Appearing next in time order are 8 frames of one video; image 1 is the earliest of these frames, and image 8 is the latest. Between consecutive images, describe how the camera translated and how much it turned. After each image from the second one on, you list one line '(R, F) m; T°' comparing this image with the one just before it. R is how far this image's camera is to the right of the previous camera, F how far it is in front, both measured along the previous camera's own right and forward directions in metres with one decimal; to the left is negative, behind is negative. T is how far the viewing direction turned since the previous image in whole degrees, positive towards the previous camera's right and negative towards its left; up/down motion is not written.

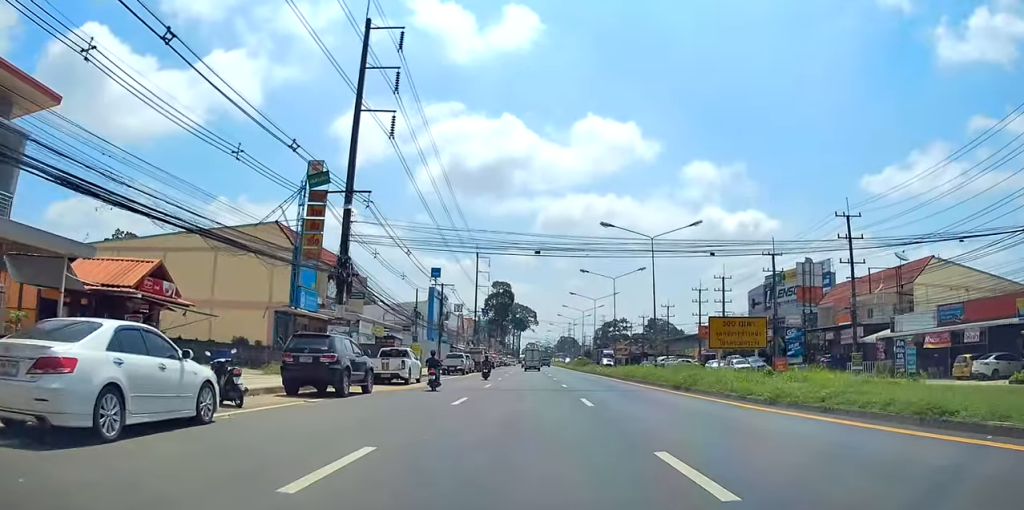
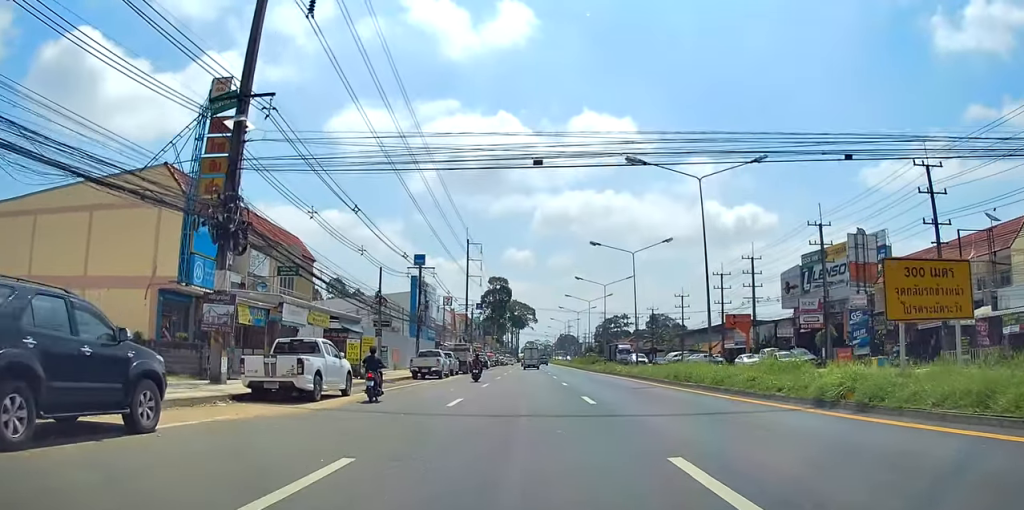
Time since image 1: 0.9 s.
(+0.1, +13.7) m; +1°
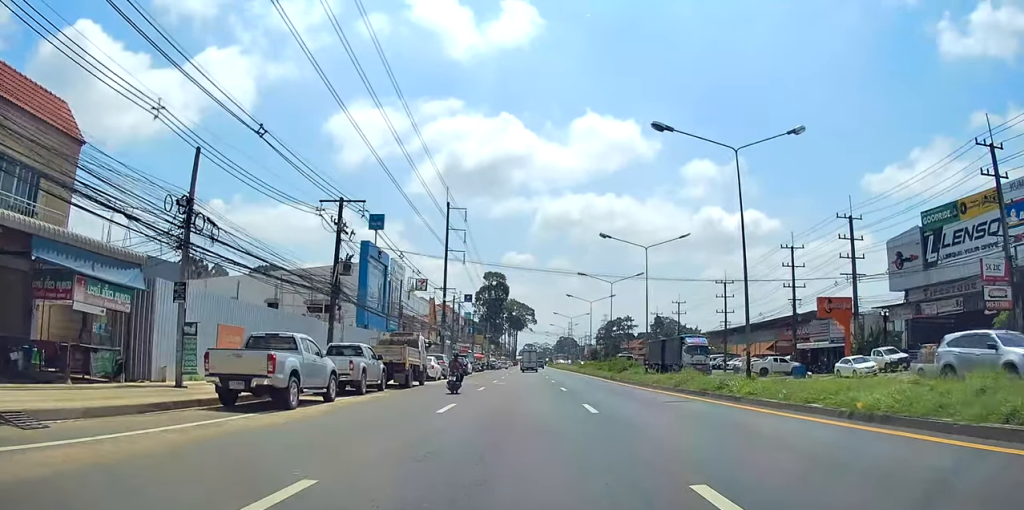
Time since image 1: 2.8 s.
(+0.5, +27.1) m; +2°
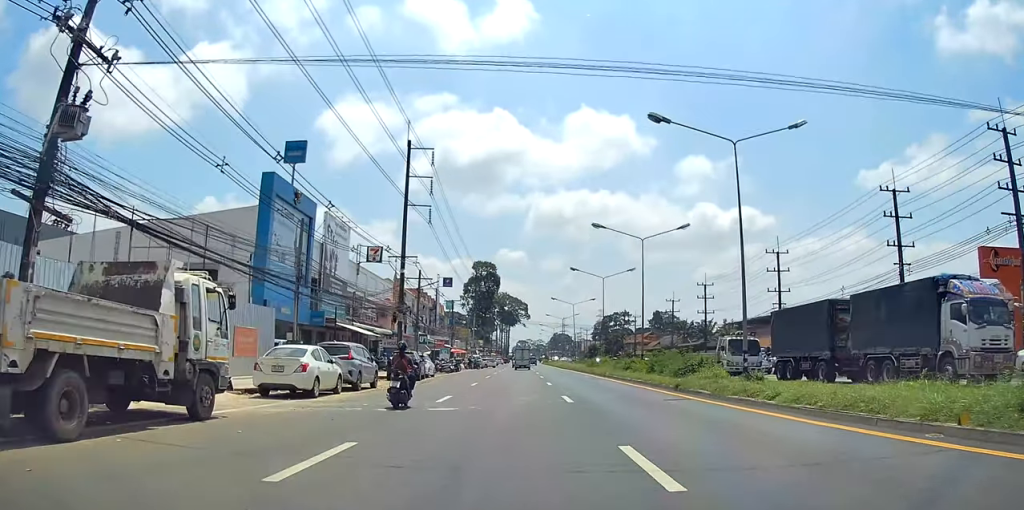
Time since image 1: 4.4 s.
(+0.7, +23.2) m; +2°
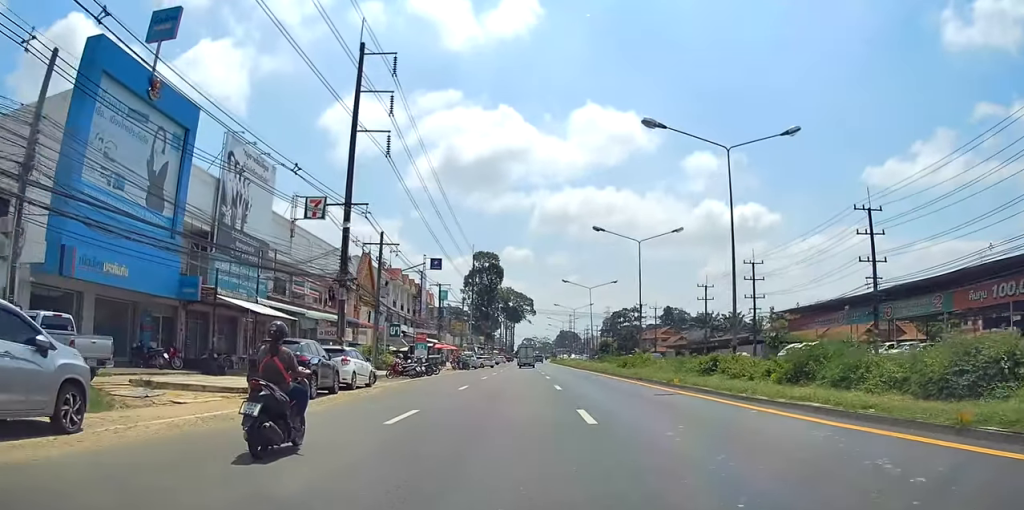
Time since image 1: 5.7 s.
(-0.5, +18.7) m; -2°
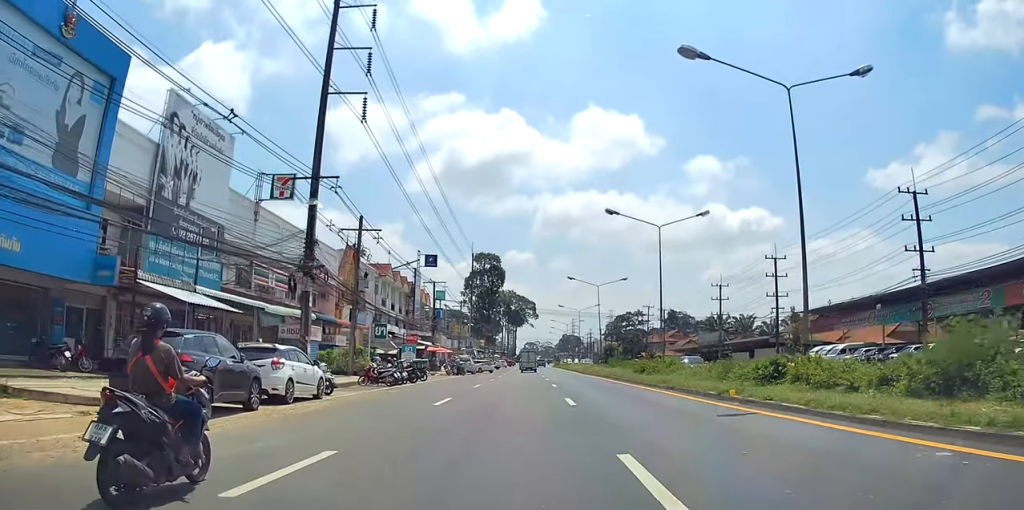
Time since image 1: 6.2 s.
(-0.1, +6.5) m; 0°
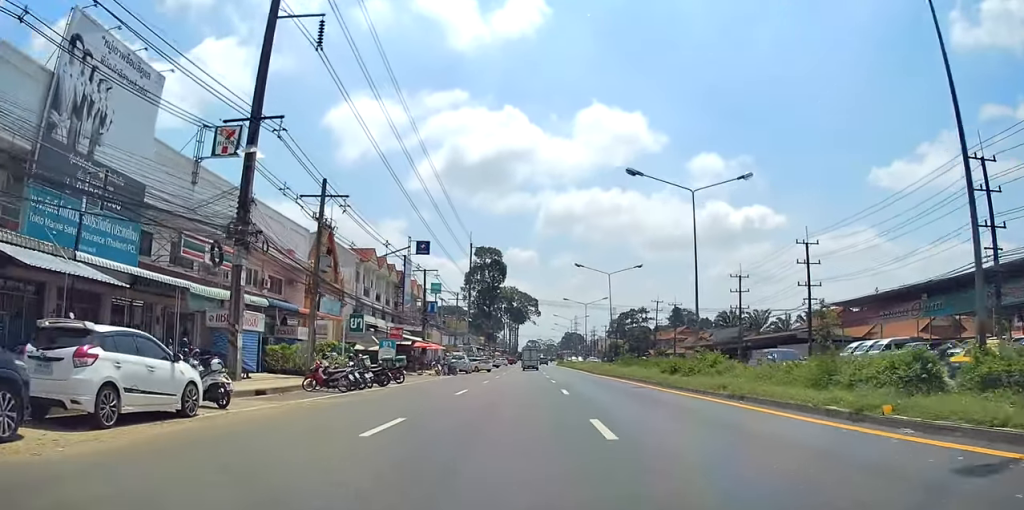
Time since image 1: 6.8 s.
(+0.1, +7.4) m; 0°
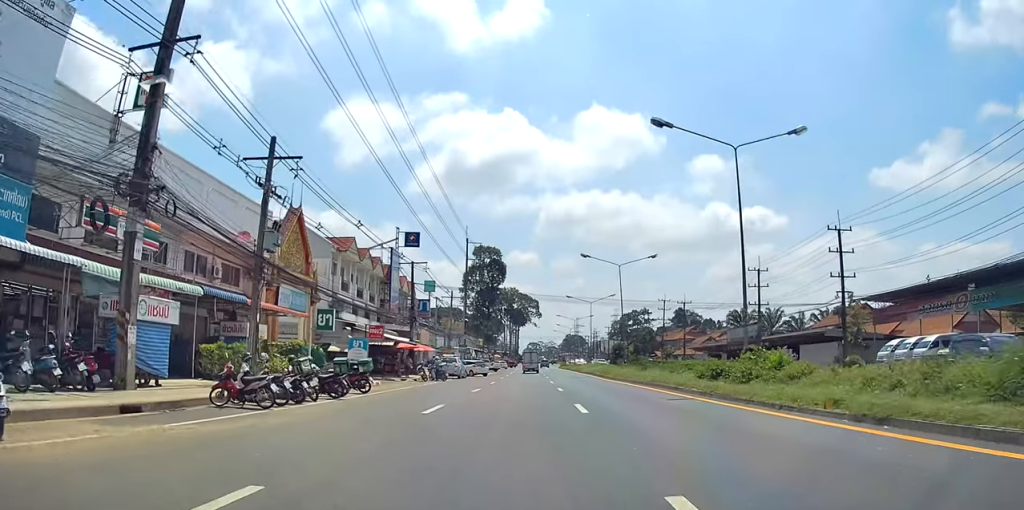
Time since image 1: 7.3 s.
(+0.2, +6.7) m; 0°
